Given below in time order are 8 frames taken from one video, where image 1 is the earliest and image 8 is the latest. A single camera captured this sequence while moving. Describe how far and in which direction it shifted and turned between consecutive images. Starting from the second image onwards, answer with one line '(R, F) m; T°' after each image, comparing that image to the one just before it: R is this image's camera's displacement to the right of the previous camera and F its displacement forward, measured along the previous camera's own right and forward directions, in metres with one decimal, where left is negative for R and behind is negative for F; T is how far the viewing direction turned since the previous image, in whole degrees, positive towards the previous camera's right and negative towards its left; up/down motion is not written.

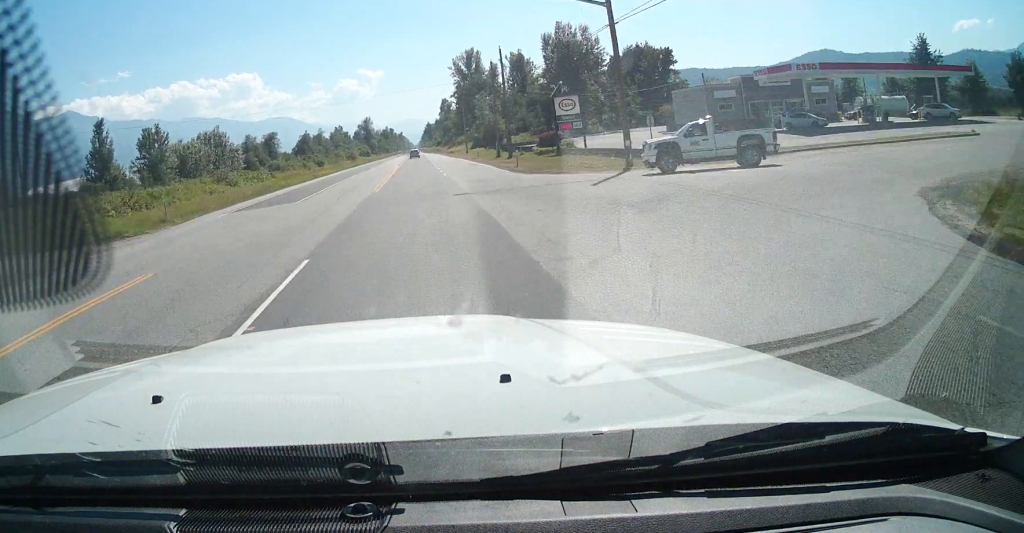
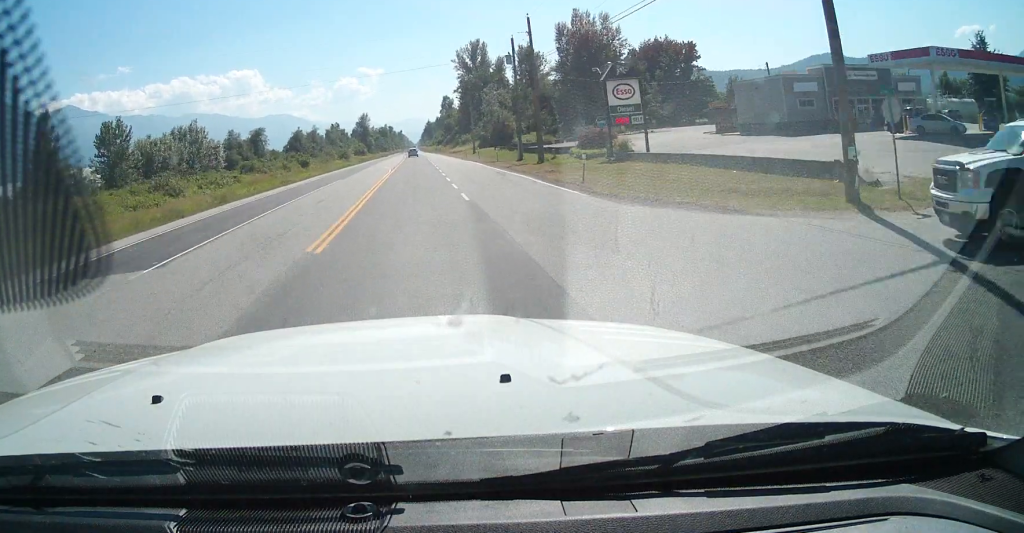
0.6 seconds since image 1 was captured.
(+0.2, +18.6) m; 0°
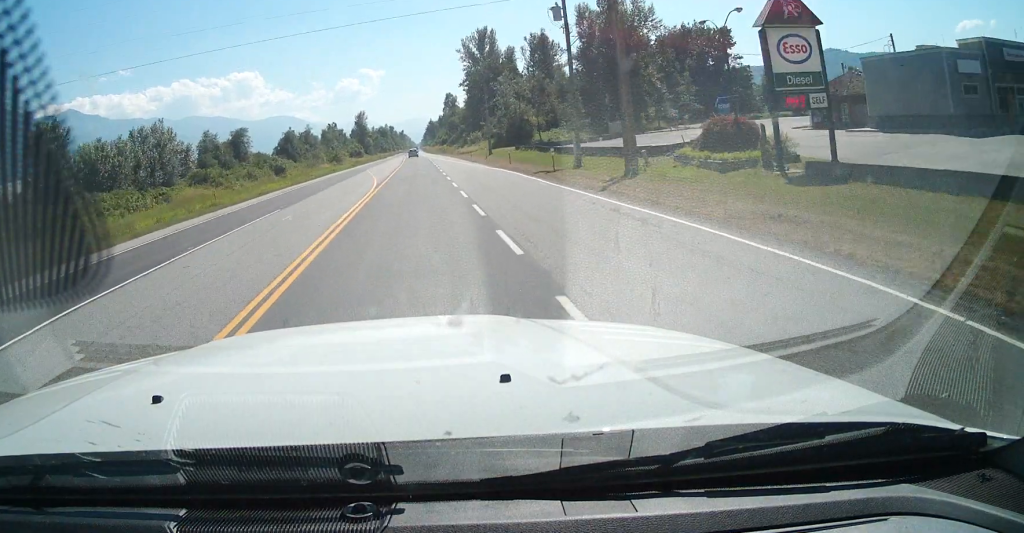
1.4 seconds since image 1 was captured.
(+0.1, +23.5) m; 0°
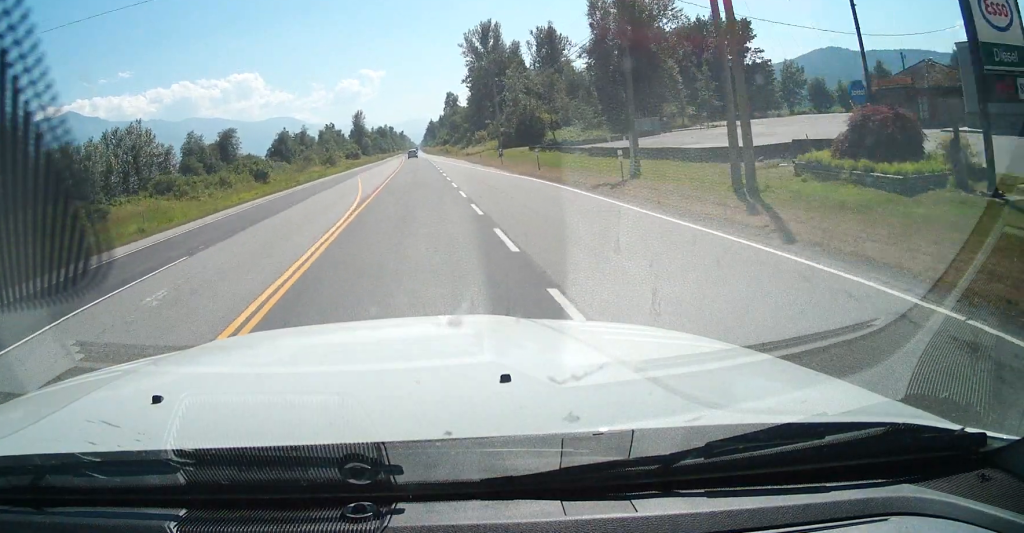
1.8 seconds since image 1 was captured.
(-0.1, +11.7) m; 0°
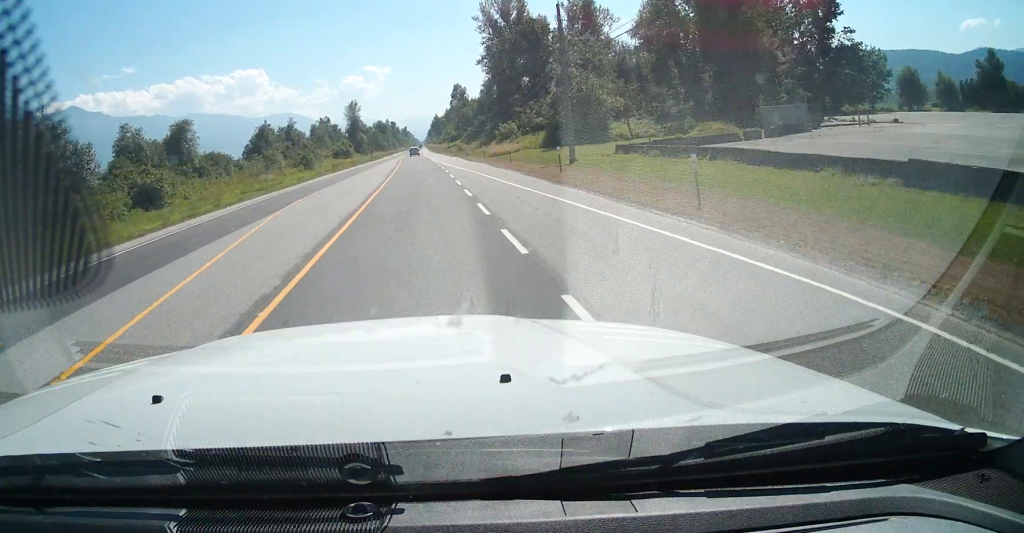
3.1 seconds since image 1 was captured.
(+0.2, +37.1) m; +1°
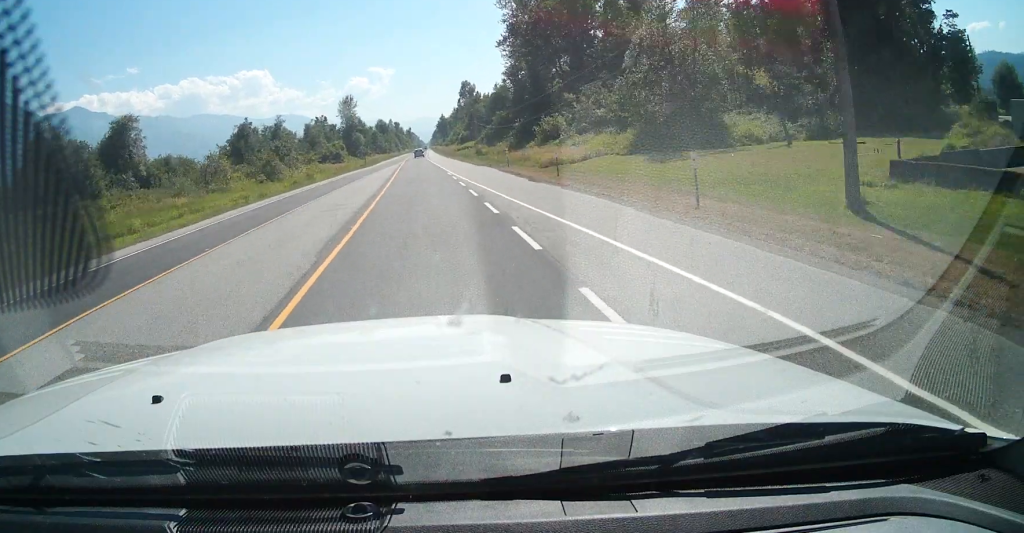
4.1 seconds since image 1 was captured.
(0.0, +30.1) m; 0°
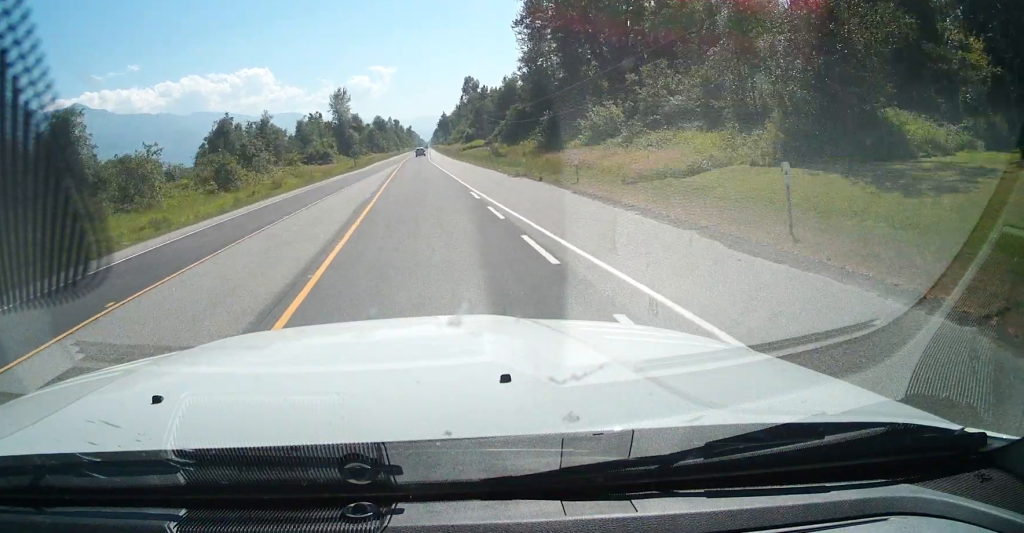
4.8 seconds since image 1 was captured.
(0.0, +19.3) m; -1°
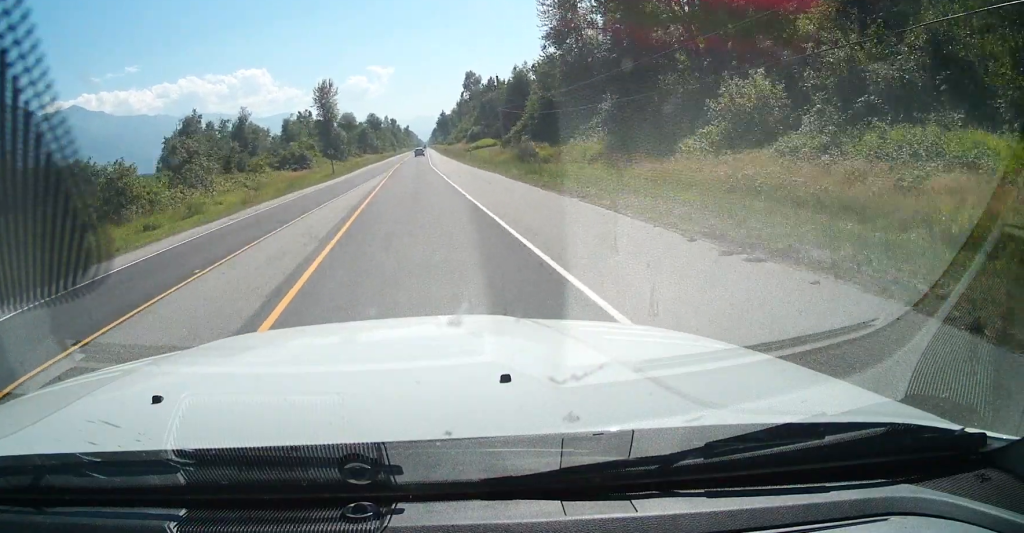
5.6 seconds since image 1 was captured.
(-0.3, +23.3) m; 0°
